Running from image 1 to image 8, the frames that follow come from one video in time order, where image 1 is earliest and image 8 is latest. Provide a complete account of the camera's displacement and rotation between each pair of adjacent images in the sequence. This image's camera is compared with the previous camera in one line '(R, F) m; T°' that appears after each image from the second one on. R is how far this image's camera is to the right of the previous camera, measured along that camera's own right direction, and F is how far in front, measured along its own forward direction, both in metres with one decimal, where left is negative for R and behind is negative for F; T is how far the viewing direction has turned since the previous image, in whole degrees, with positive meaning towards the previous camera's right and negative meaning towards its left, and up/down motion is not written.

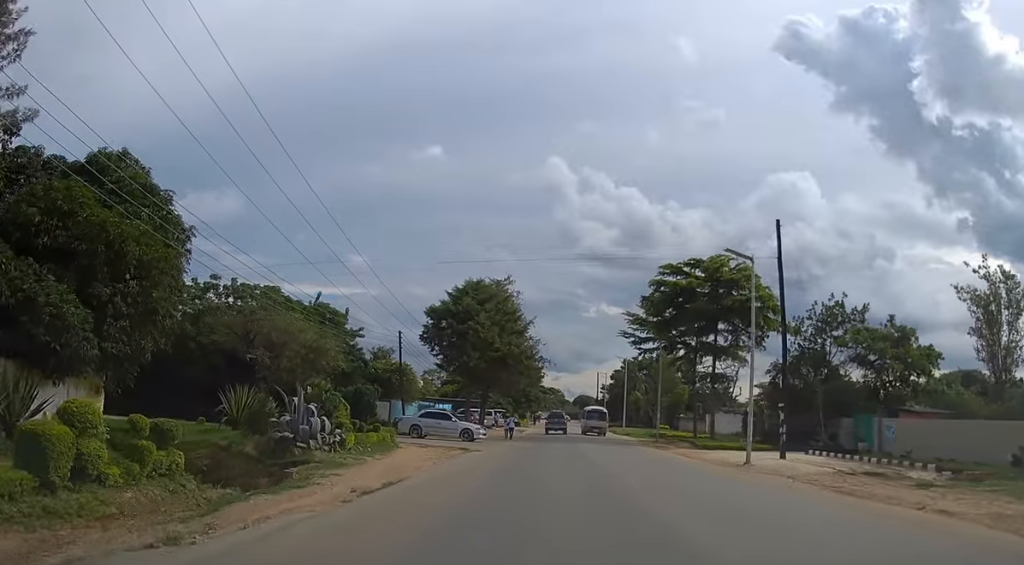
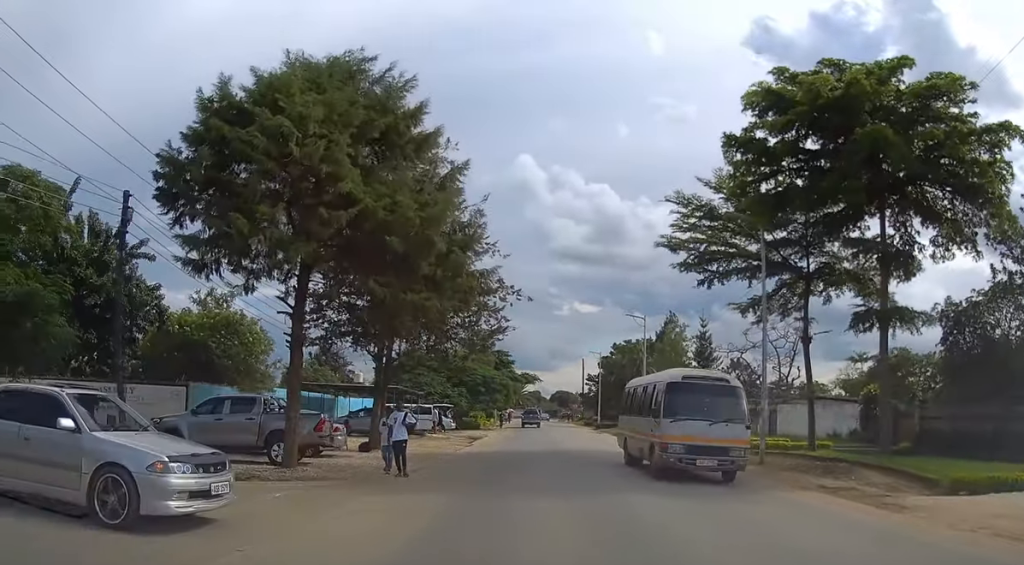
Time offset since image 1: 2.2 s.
(0.0, +29.1) m; +1°
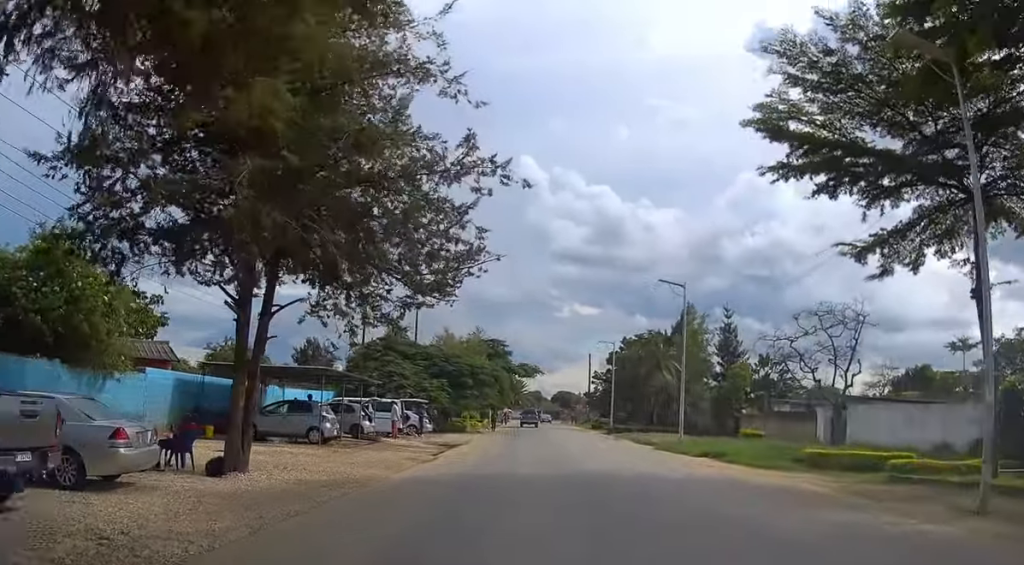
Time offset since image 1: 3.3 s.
(+0.1, +12.4) m; +1°
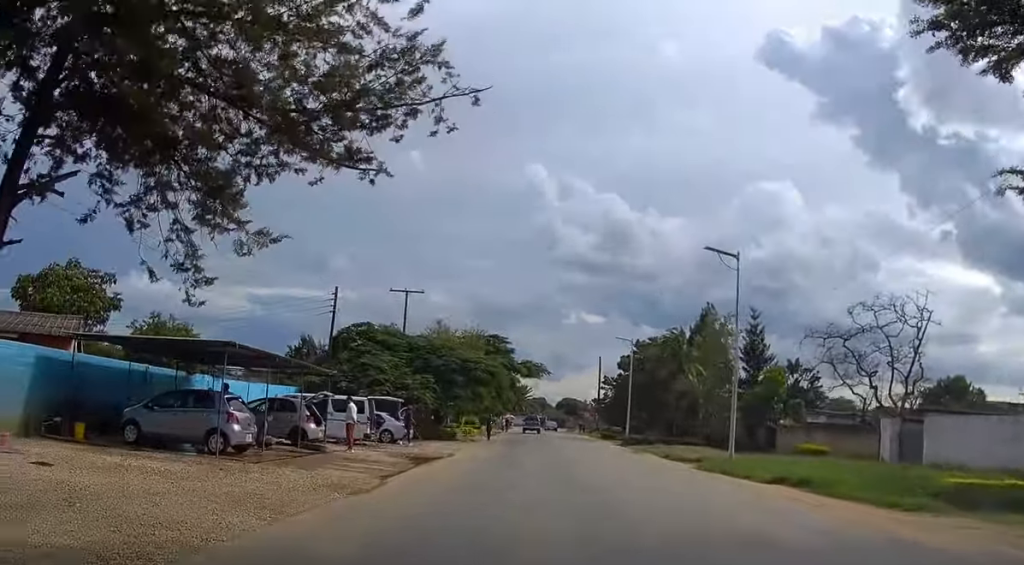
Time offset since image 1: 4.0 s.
(0.0, +8.3) m; 0°
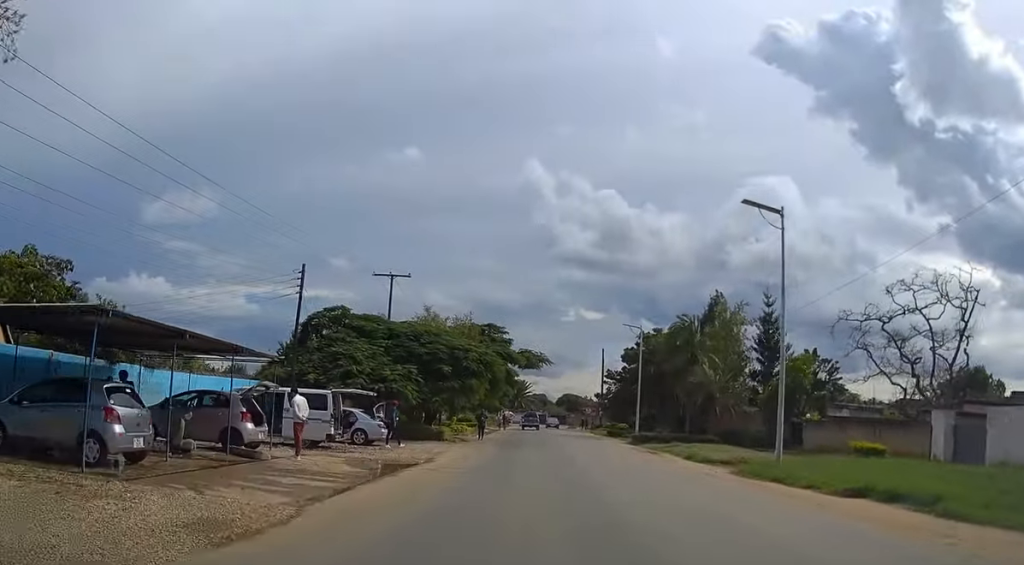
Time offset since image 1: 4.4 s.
(0.0, +5.3) m; 0°
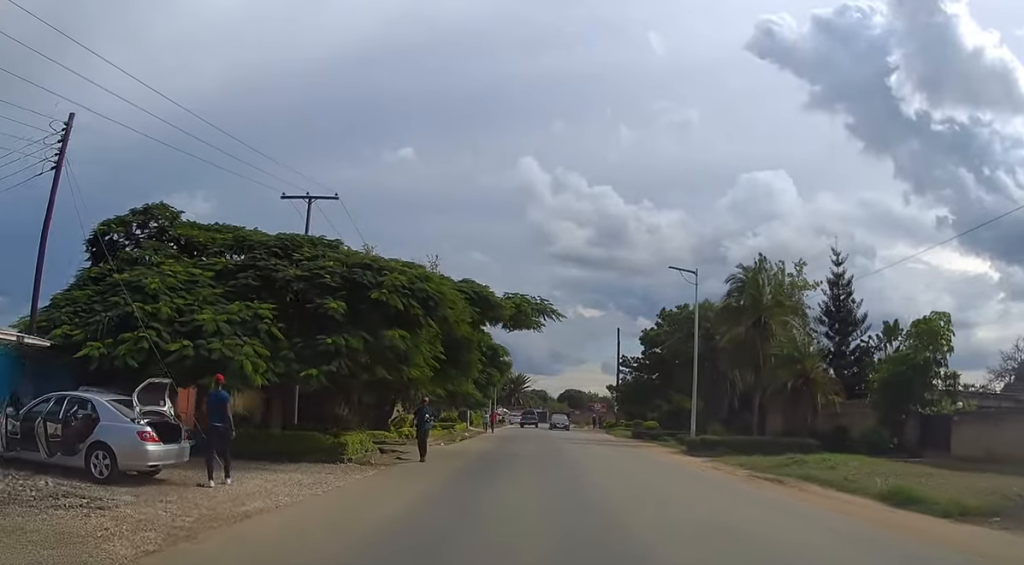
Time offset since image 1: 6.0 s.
(0.0, +17.9) m; 0°
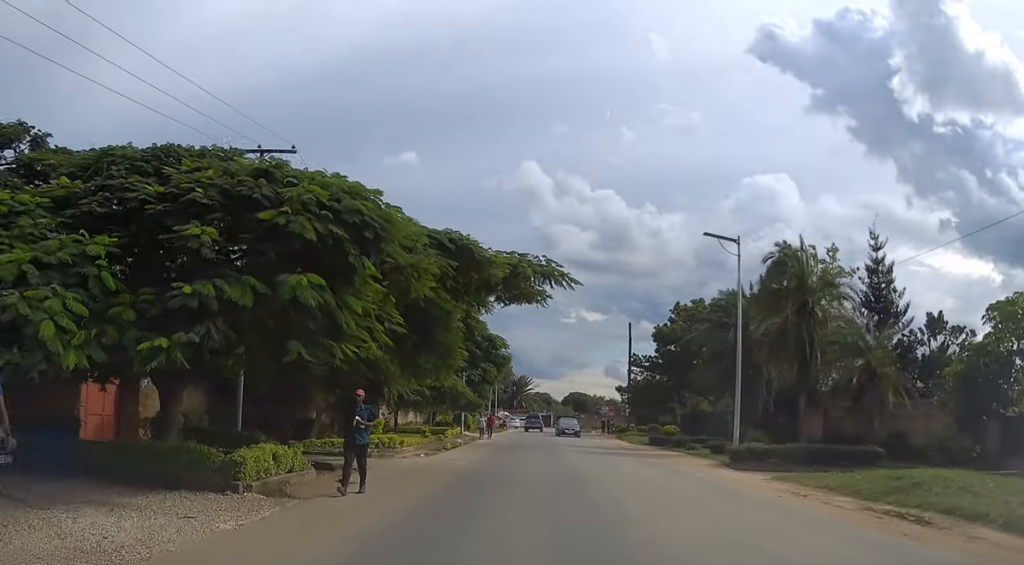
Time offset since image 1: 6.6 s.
(+0.1, +6.5) m; 0°
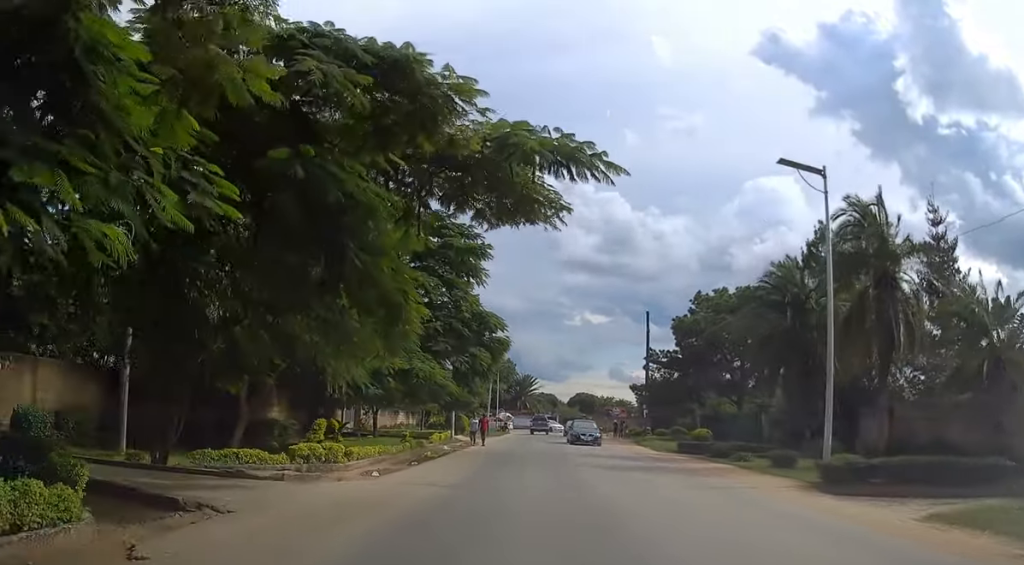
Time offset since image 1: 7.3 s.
(-0.1, +7.9) m; -1°
